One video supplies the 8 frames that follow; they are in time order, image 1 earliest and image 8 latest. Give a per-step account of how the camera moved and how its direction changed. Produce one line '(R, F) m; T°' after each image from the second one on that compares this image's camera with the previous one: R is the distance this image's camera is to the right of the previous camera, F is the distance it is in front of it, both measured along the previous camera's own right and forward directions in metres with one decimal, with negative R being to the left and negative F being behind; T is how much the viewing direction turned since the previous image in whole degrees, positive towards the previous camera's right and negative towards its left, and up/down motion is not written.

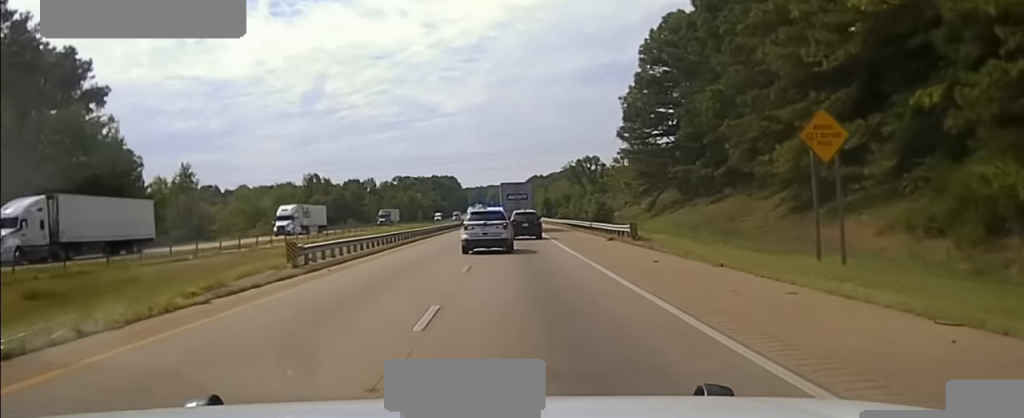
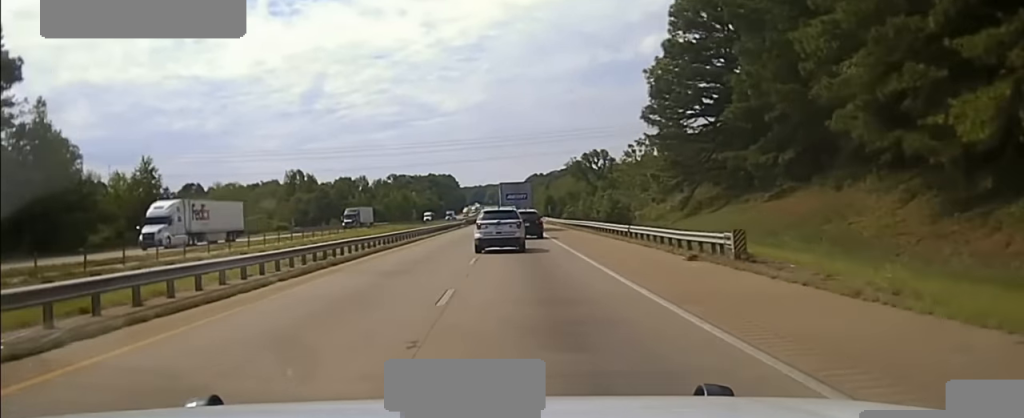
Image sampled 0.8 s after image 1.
(+0.2, +22.0) m; +1°
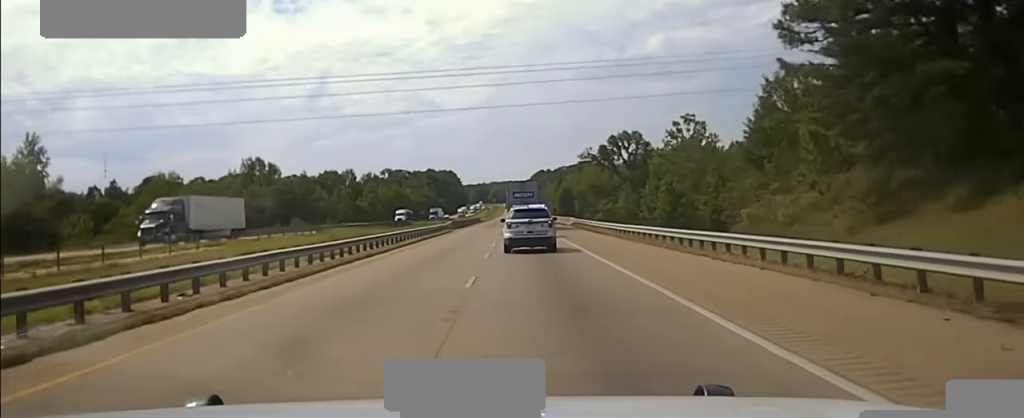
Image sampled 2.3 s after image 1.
(+0.1, +44.8) m; 0°
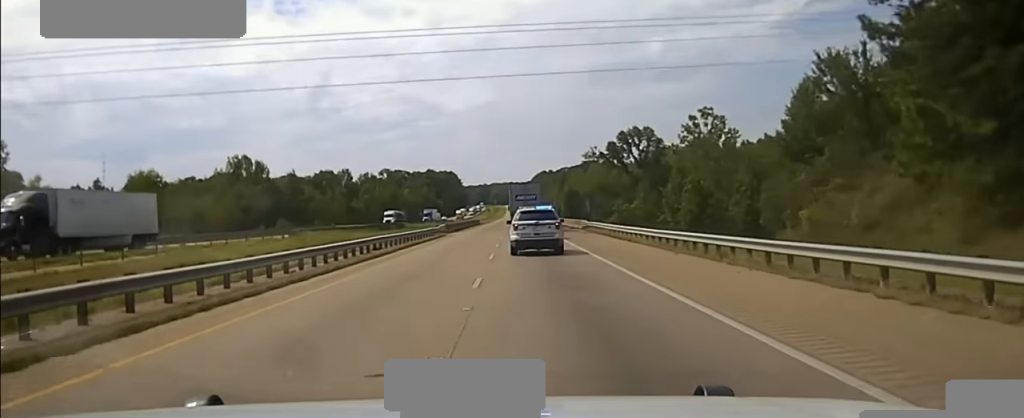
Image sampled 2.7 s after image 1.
(0.0, +11.8) m; 0°
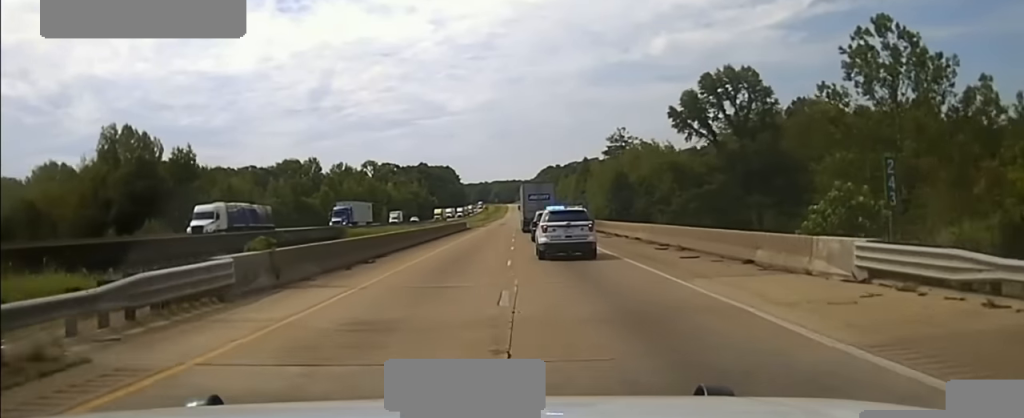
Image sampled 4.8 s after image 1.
(+0.5, +63.9) m; 0°
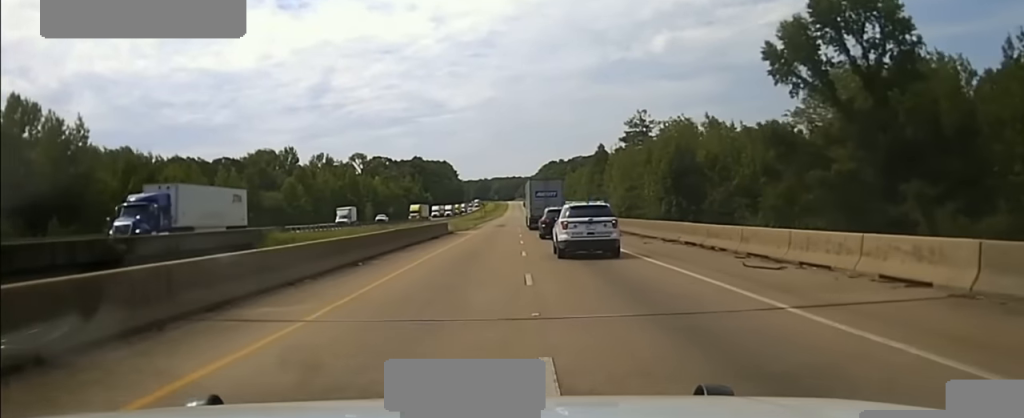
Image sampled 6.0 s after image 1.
(-0.7, +33.4) m; 0°
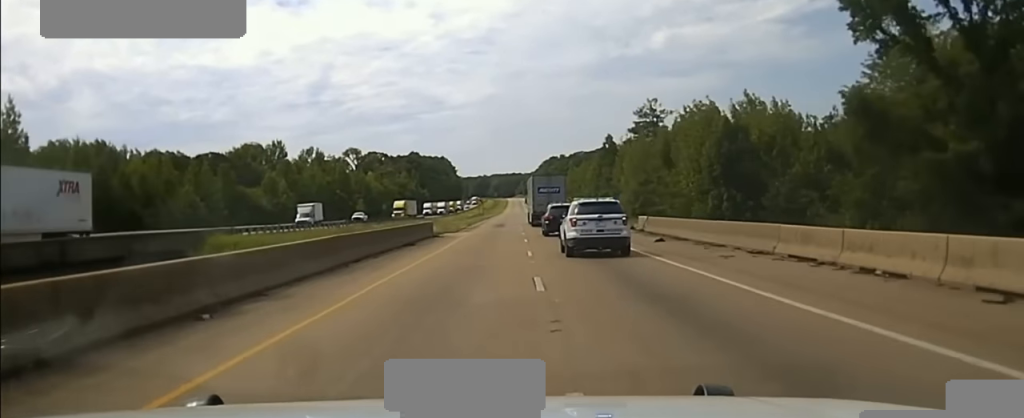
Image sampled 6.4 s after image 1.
(+0.2, +13.9) m; 0°
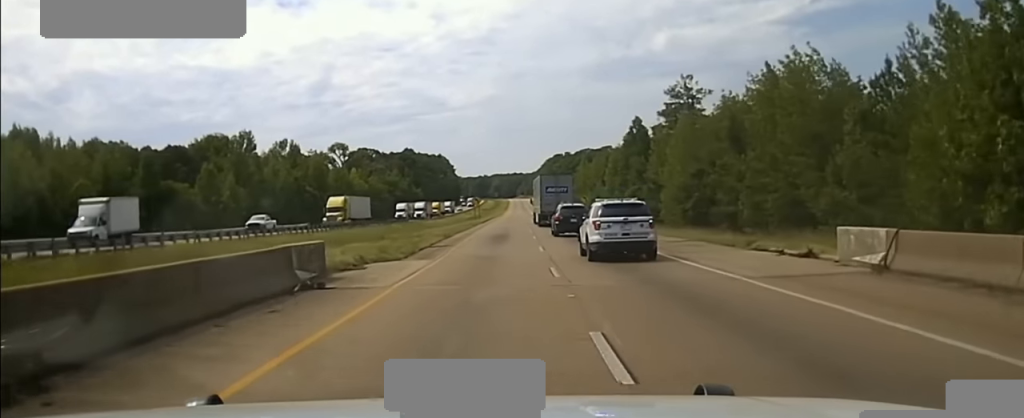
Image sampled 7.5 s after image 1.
(0.0, +32.8) m; 0°
